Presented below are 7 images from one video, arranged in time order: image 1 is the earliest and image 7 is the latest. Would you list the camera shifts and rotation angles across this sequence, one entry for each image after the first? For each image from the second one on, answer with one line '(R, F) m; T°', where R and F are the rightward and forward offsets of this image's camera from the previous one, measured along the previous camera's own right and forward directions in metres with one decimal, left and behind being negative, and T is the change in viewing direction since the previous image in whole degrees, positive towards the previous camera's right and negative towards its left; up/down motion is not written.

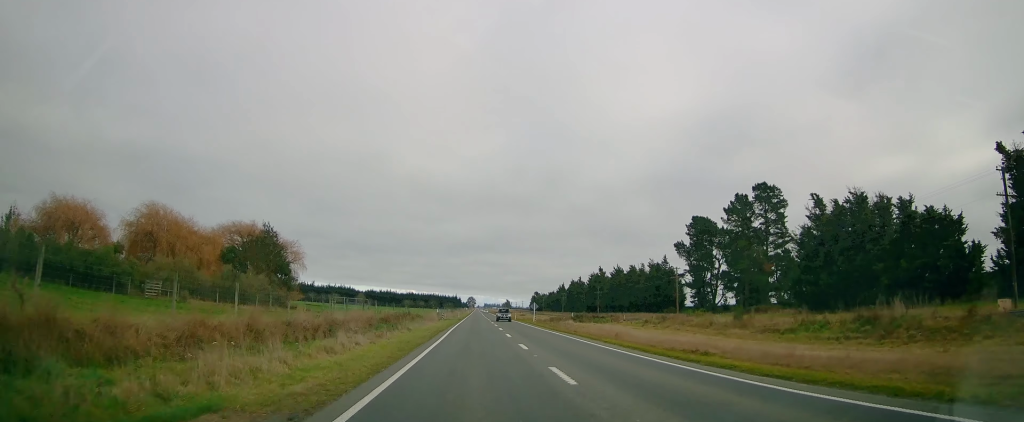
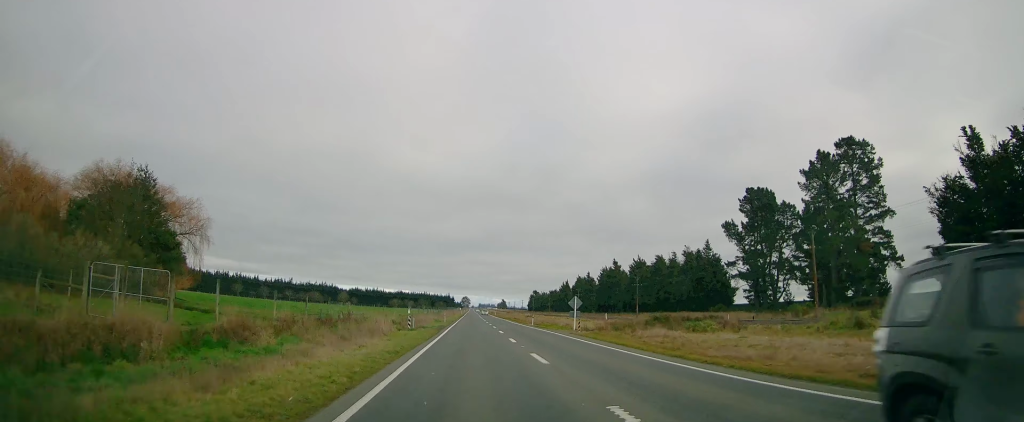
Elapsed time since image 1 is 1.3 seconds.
(-0.2, +36.3) m; 0°
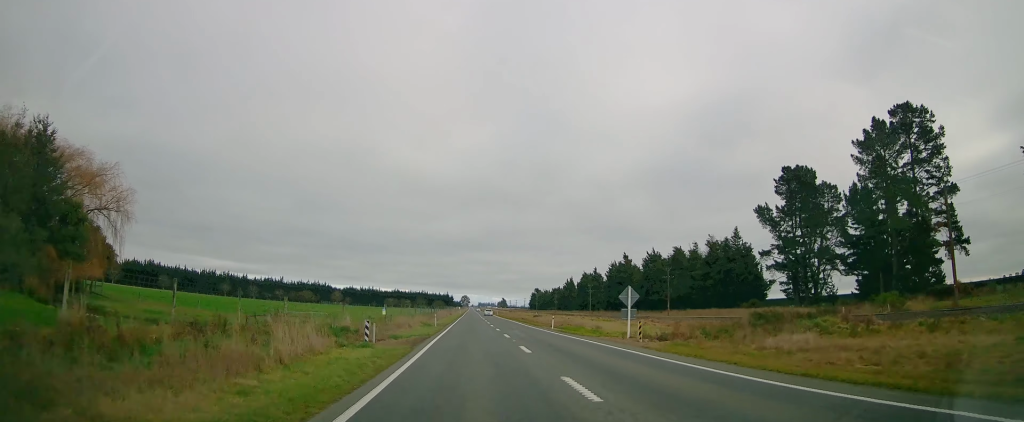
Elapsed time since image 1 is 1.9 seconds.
(0.0, +16.4) m; 0°
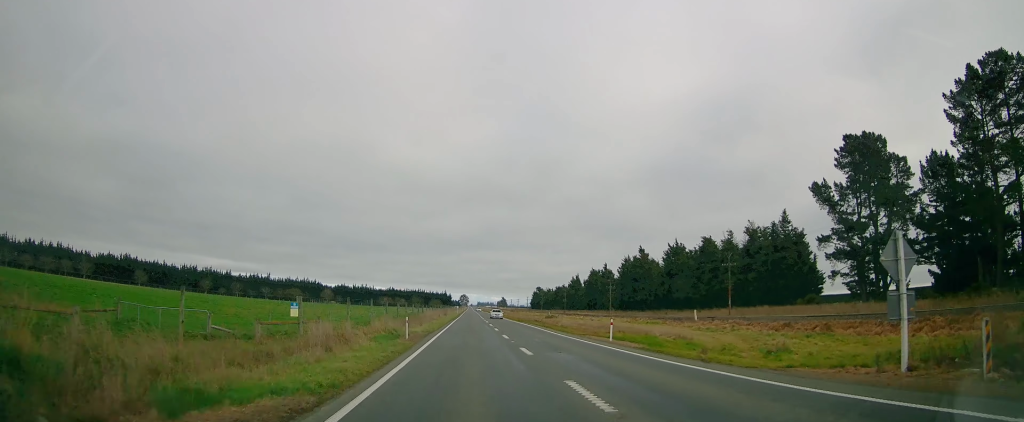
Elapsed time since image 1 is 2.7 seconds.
(+0.5, +21.0) m; 0°
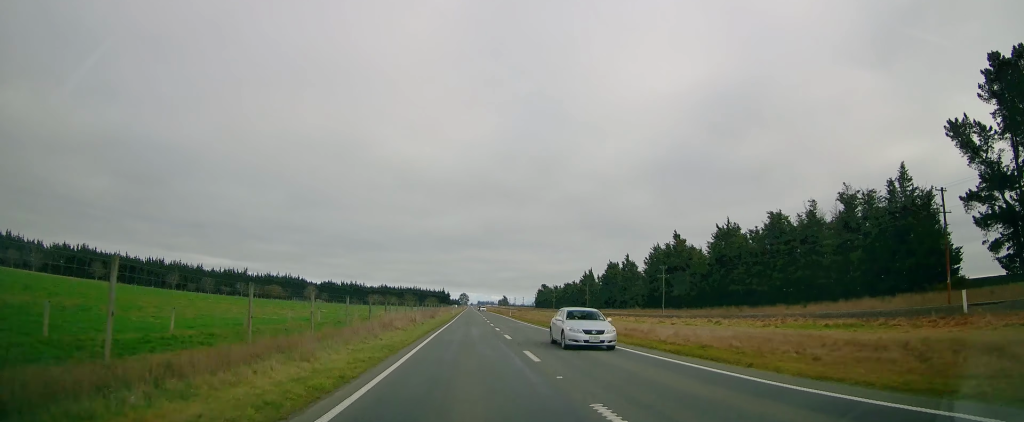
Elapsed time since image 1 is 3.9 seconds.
(-0.4, +32.9) m; 0°
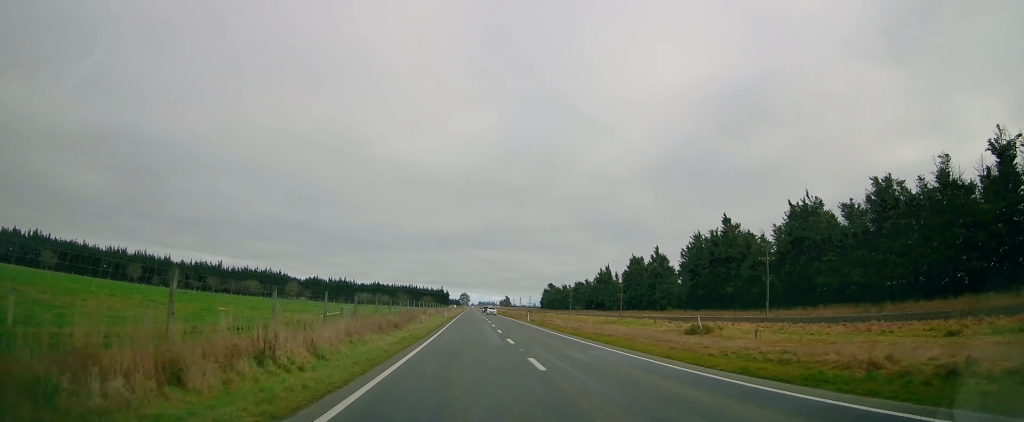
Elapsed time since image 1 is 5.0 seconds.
(+0.1, +31.0) m; 0°
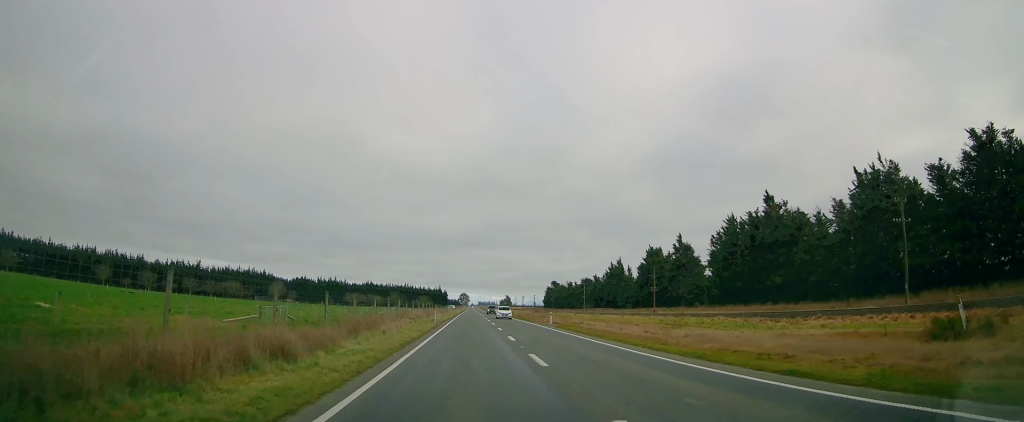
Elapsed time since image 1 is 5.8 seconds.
(-0.2, +20.0) m; 0°
